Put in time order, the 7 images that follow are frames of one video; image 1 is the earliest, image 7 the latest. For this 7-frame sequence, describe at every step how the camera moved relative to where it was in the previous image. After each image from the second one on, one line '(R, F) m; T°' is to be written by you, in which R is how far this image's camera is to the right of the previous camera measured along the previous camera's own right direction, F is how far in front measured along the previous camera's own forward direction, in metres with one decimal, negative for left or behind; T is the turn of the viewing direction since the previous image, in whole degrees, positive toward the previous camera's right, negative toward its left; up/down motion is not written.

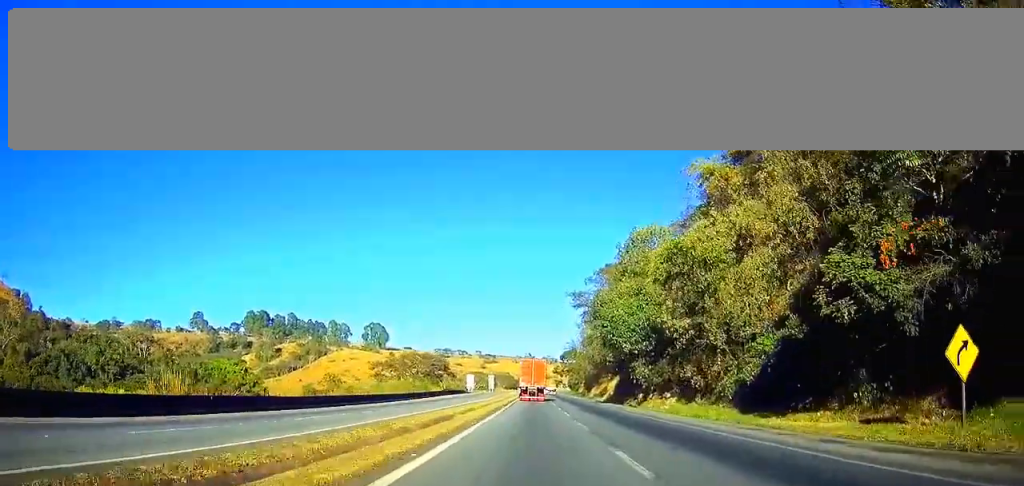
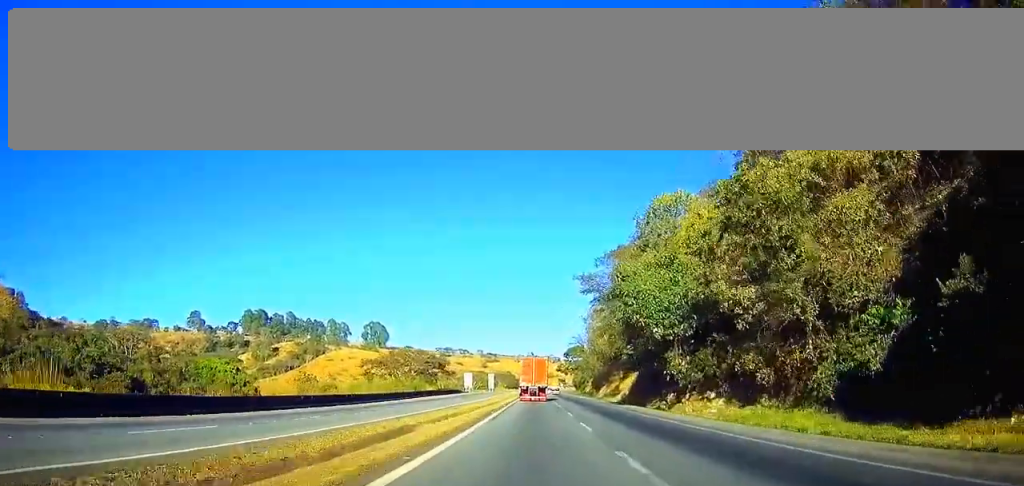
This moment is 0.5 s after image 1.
(-0.1, +12.7) m; 0°
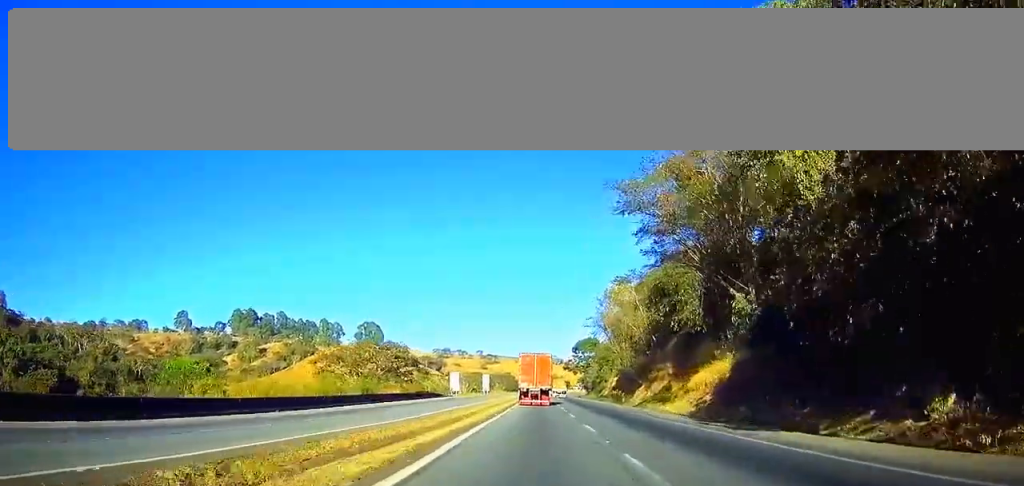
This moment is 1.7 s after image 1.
(-0.2, +34.0) m; 0°
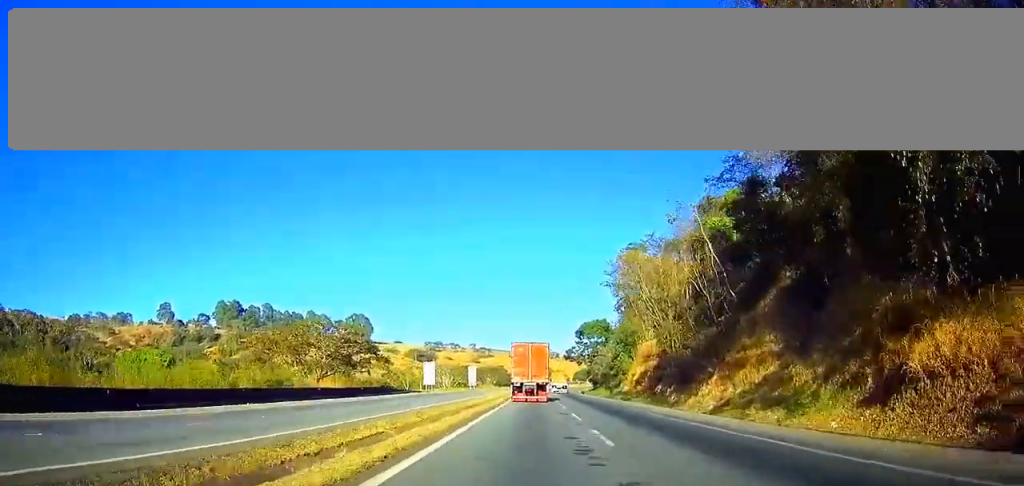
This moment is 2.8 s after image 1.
(+0.2, +28.5) m; +1°
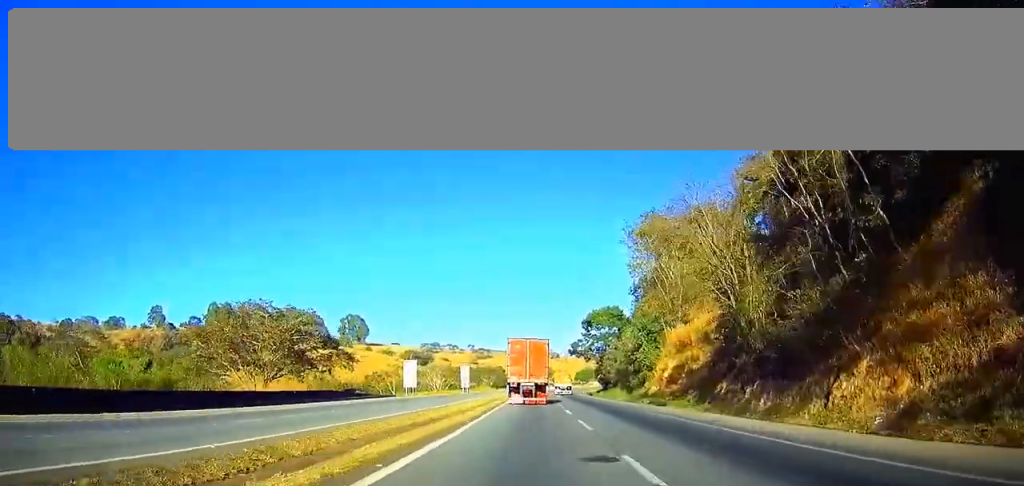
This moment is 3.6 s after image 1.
(0.0, +18.2) m; 0°
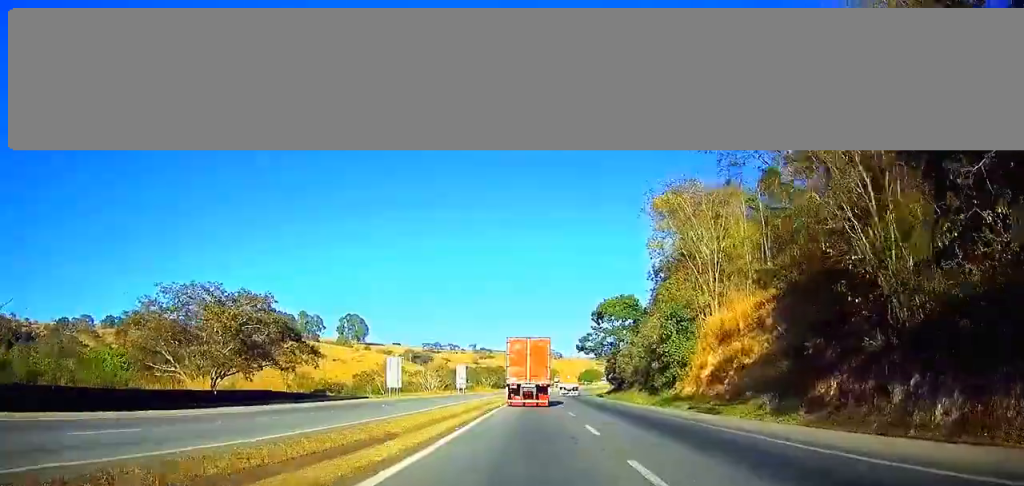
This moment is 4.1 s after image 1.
(0.0, +13.0) m; 0°
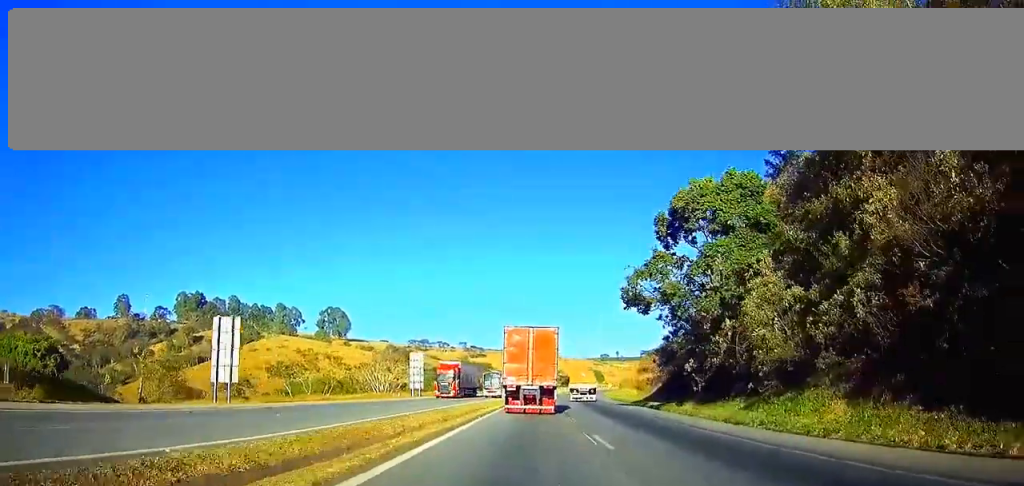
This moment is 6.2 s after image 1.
(+0.1, +47.6) m; +1°
